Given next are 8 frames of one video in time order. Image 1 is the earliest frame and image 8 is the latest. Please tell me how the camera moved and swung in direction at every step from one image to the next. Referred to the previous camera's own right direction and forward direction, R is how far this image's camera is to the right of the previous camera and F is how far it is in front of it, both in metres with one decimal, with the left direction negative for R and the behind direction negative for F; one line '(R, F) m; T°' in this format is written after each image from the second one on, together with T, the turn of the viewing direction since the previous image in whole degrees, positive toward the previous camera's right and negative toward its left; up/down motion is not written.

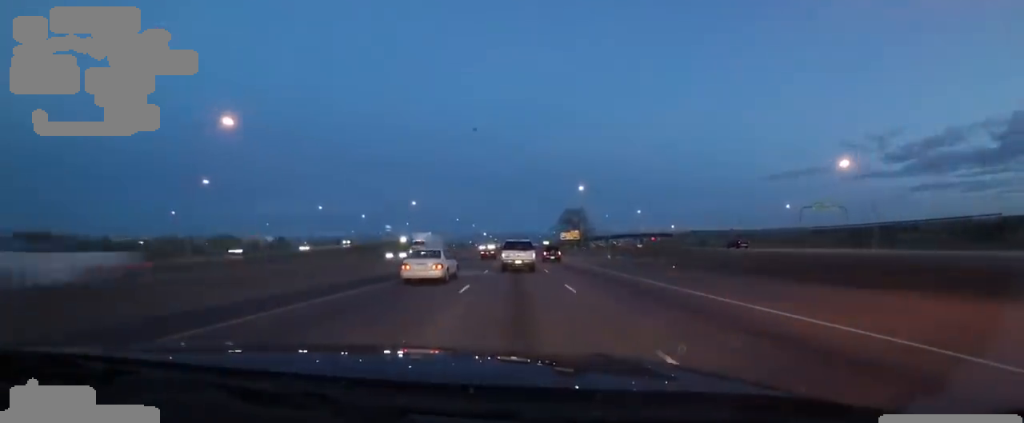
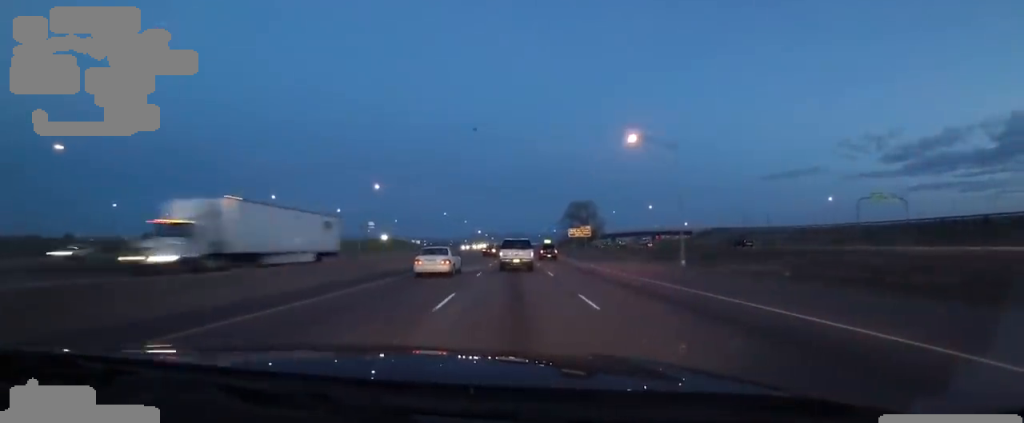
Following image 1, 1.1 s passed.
(0.0, +28.8) m; -3°
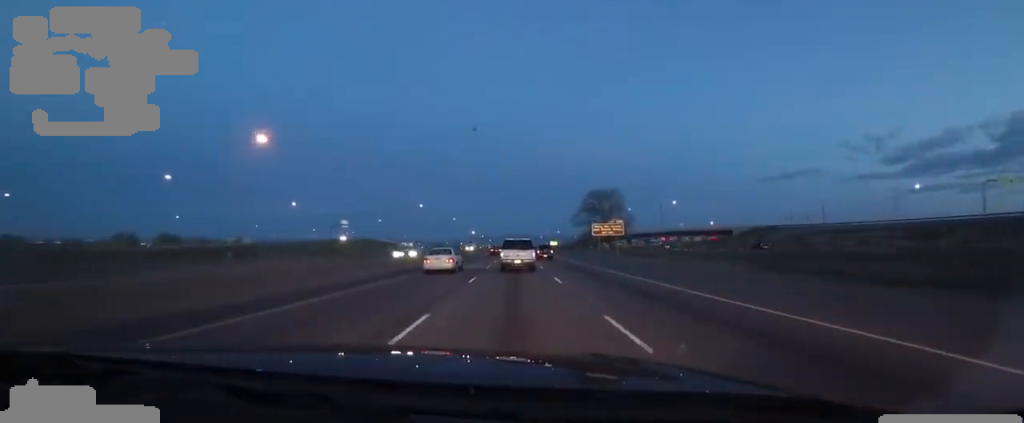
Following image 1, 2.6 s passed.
(-1.1, +40.2) m; +1°
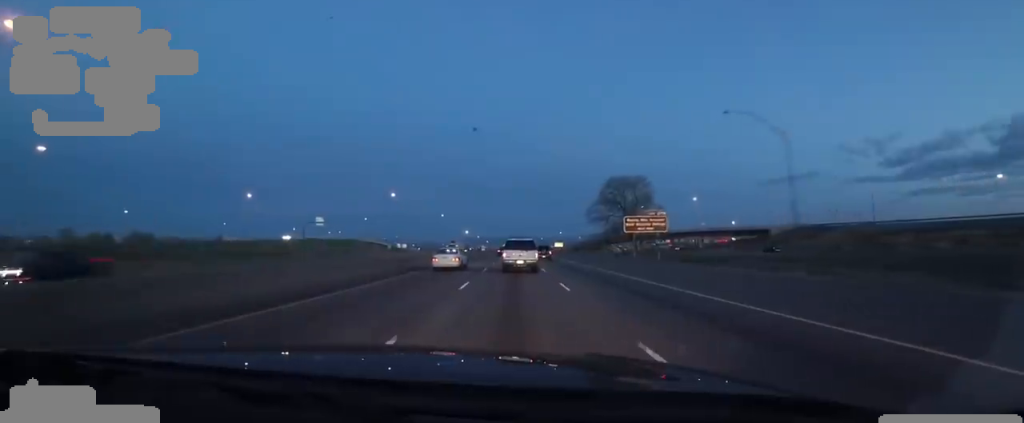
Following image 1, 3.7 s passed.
(+1.1, +26.8) m; +3°
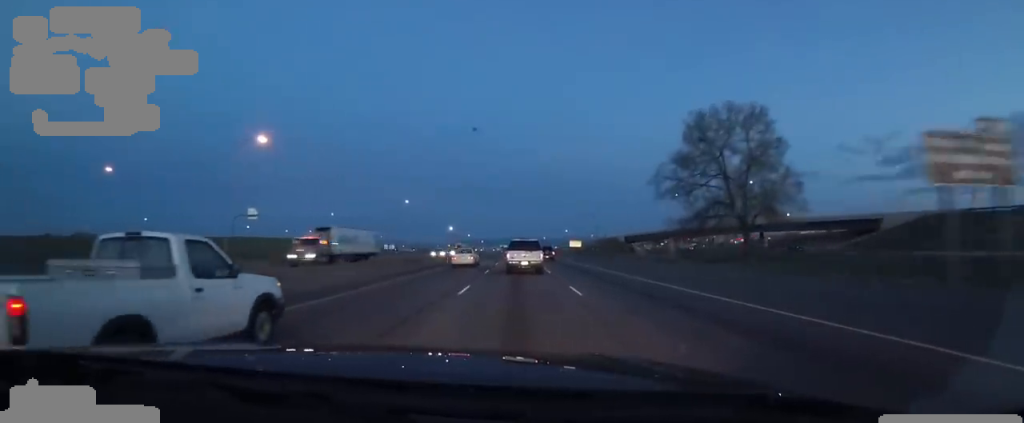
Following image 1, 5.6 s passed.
(+0.8, +50.7) m; +1°
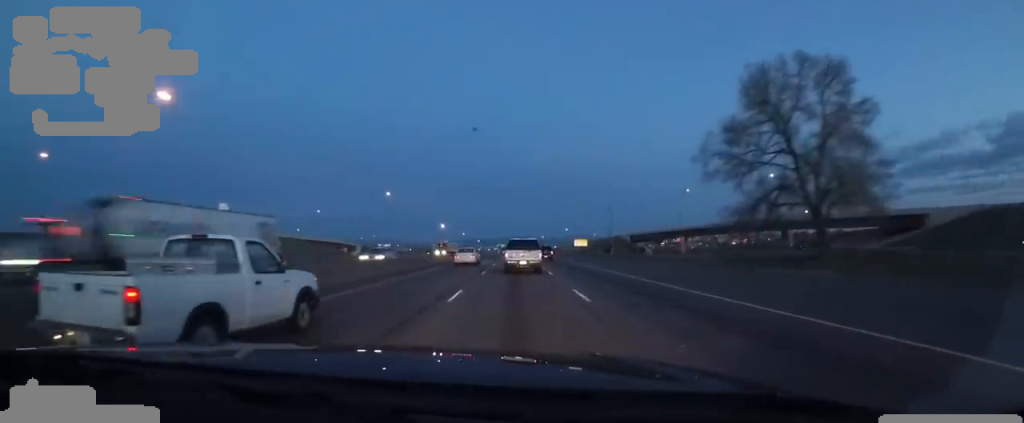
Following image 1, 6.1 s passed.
(+0.7, +14.3) m; -1°
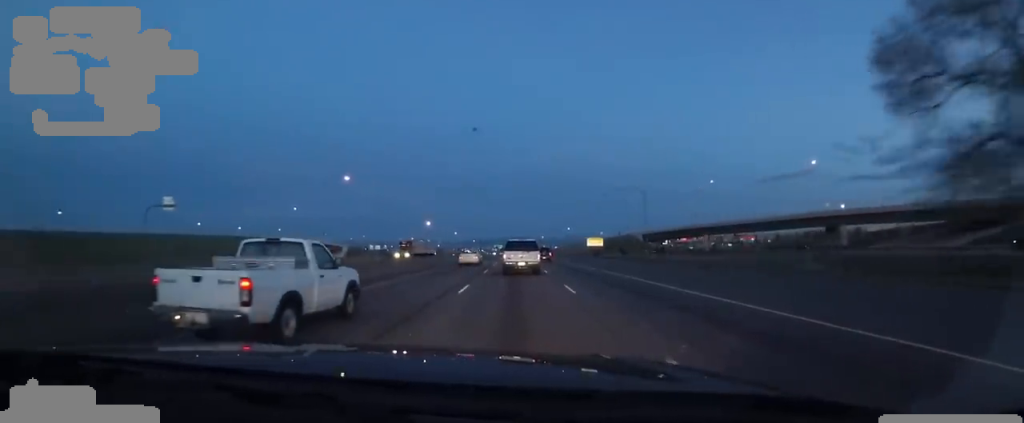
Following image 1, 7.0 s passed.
(-1.4, +22.0) m; 0°
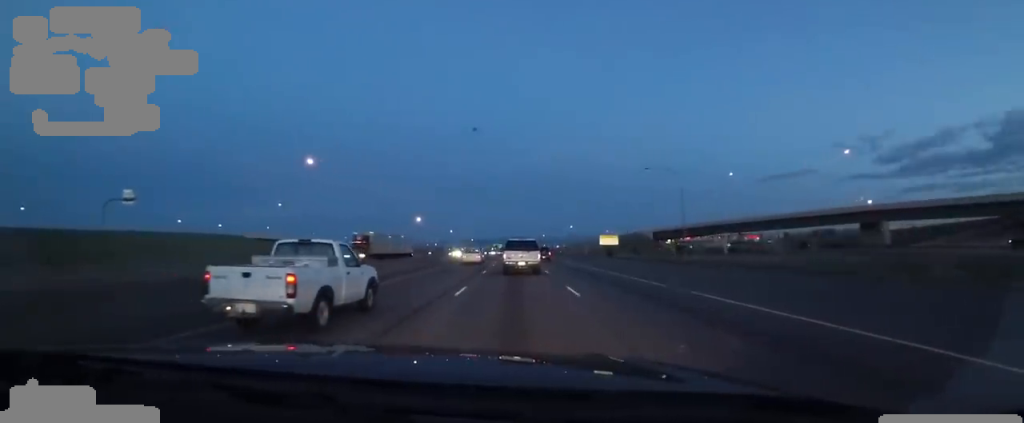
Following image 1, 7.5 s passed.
(-0.1, +13.2) m; +1°
